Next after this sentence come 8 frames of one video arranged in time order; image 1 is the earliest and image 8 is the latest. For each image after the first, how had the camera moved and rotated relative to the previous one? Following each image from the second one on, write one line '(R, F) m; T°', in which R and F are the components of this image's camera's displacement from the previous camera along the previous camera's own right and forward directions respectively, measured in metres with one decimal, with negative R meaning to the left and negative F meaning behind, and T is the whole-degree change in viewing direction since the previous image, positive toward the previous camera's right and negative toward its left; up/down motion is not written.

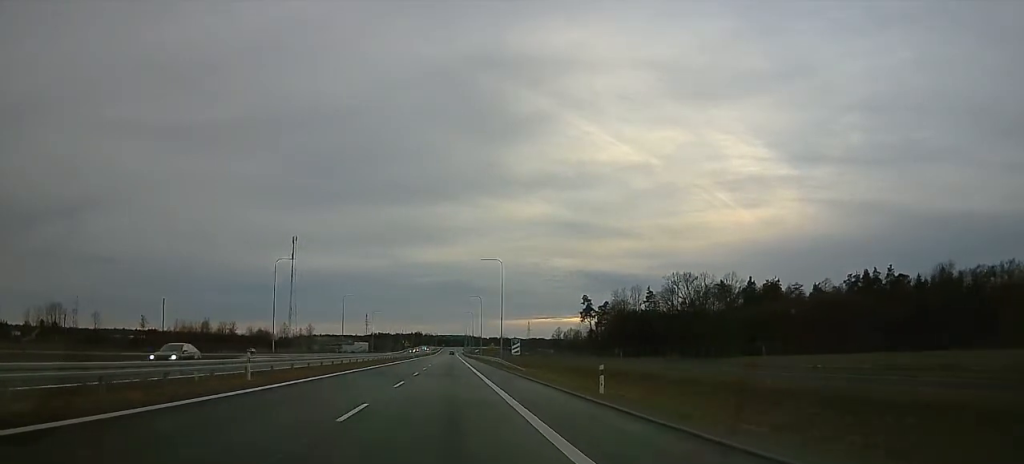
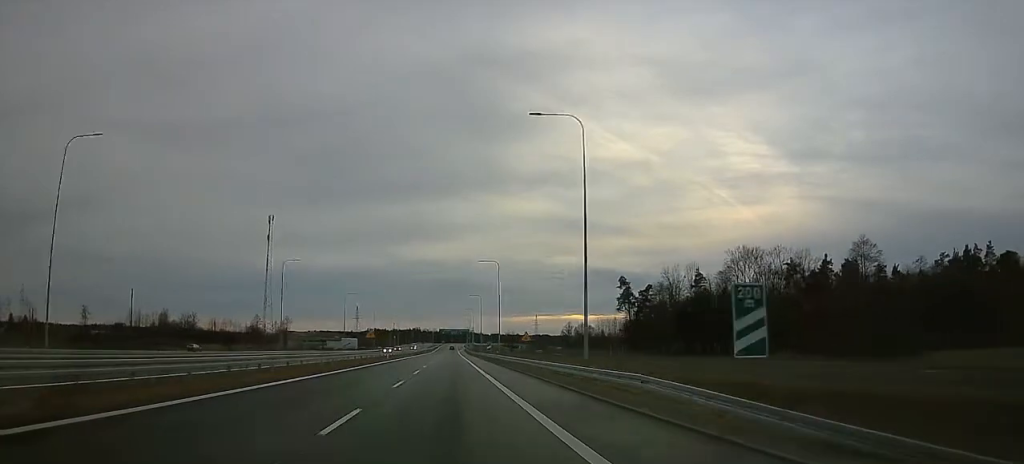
(0.0, +50.1) m; 0°
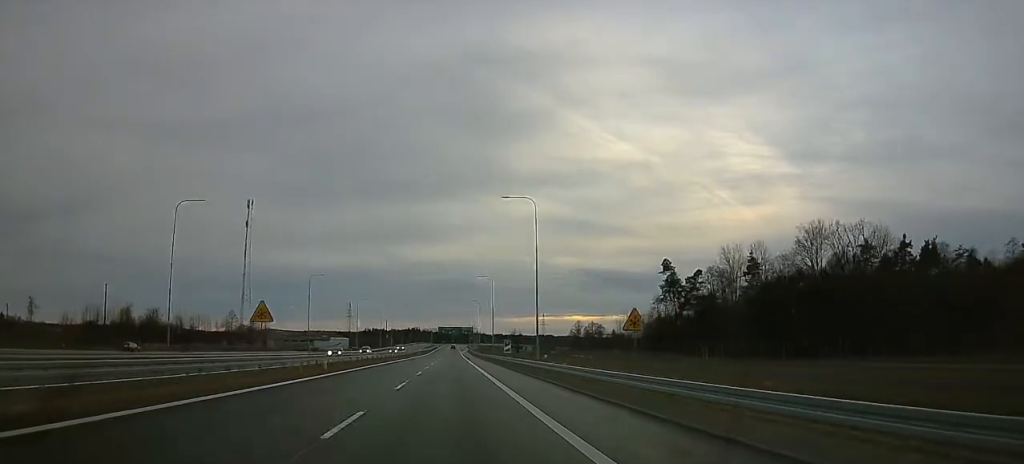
(0.0, +36.4) m; 0°
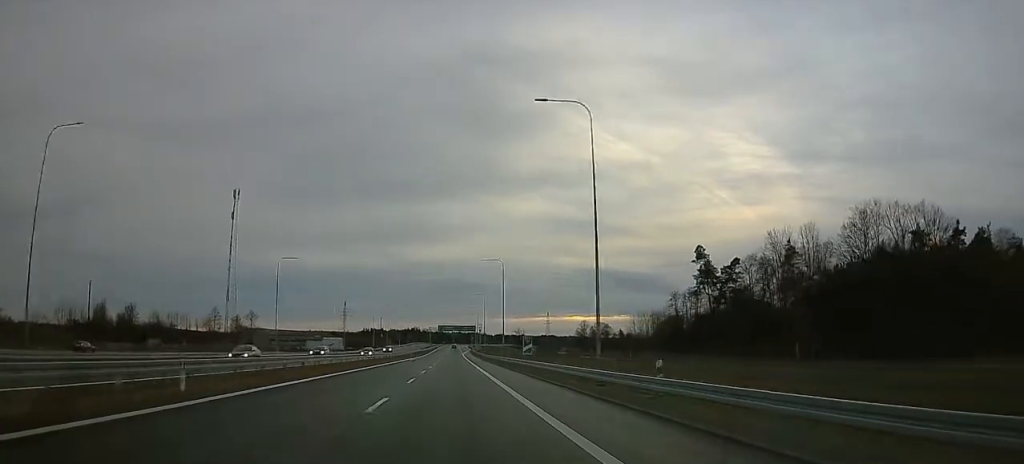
(0.0, +20.0) m; 0°
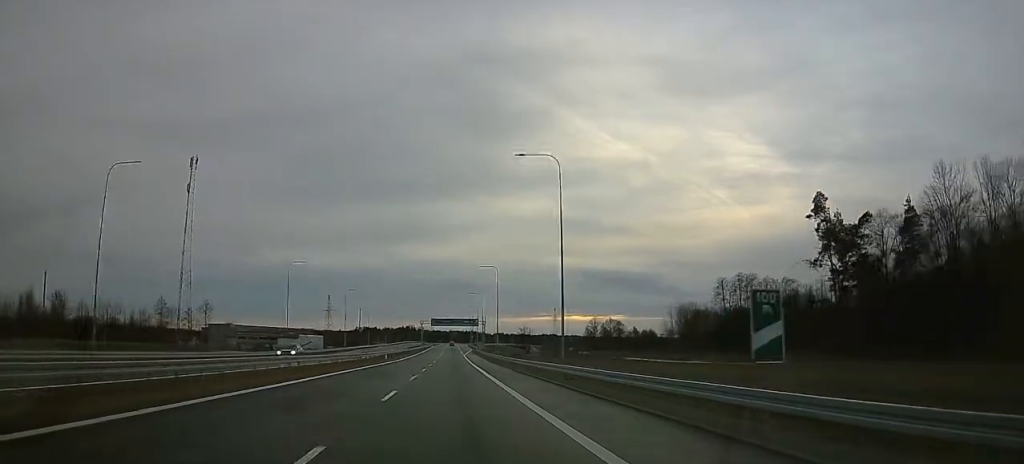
(0.0, +45.1) m; 0°
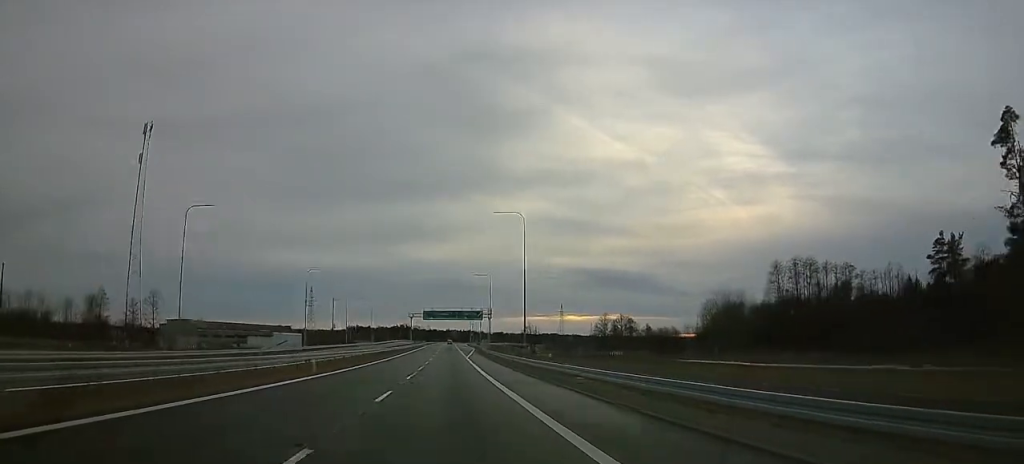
(0.0, +36.2) m; +1°
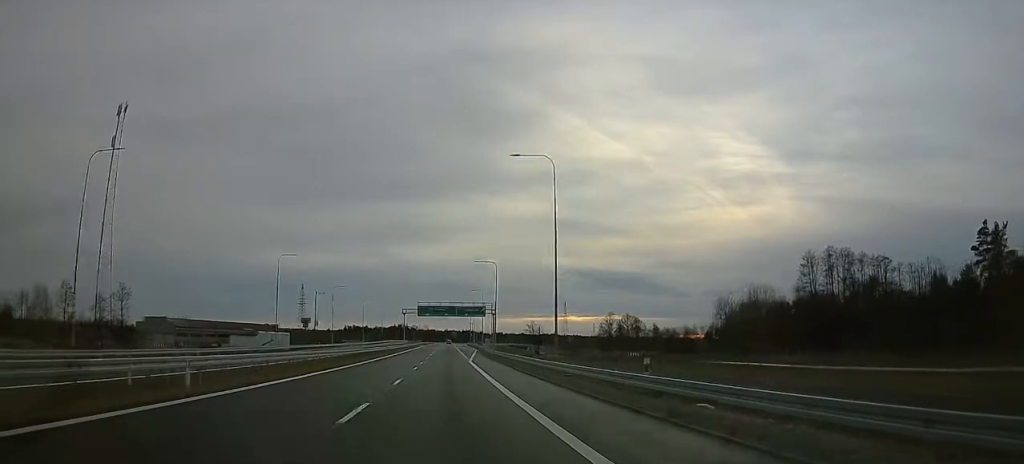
(+0.2, +16.7) m; 0°
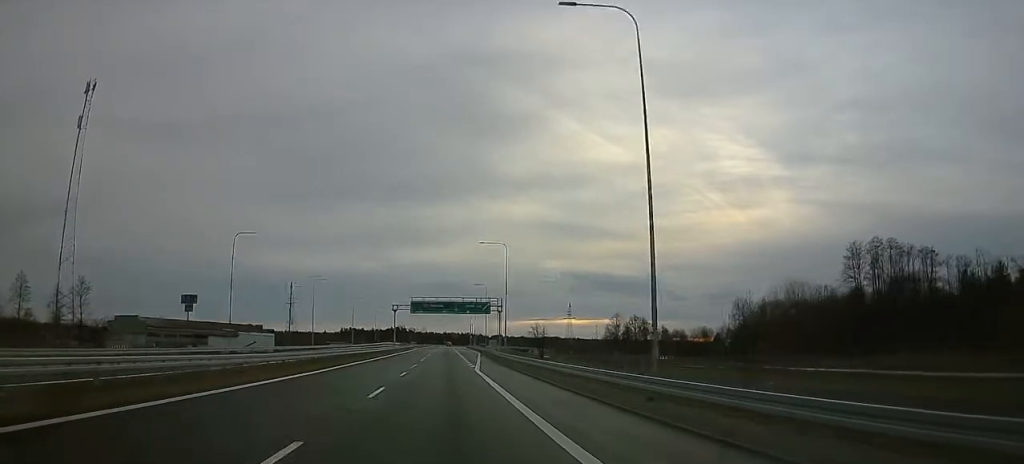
(+0.1, +18.4) m; -1°
